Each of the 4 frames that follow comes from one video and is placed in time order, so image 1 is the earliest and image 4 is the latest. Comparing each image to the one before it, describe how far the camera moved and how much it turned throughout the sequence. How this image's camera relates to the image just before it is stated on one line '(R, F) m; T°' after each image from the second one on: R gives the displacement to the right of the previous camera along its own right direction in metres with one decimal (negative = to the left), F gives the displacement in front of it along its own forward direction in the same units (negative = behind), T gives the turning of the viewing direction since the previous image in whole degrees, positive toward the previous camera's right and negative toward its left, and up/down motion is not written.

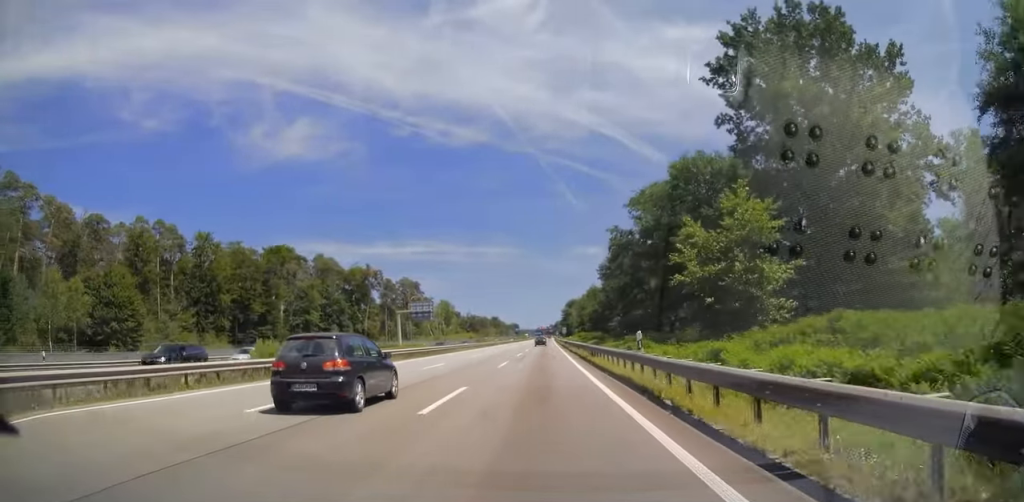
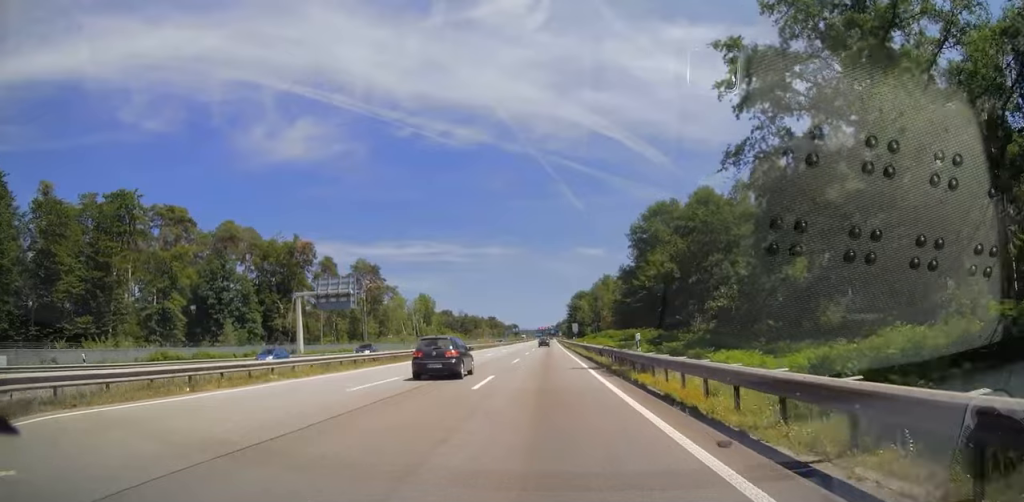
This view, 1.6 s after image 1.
(0.0, +48.3) m; 0°
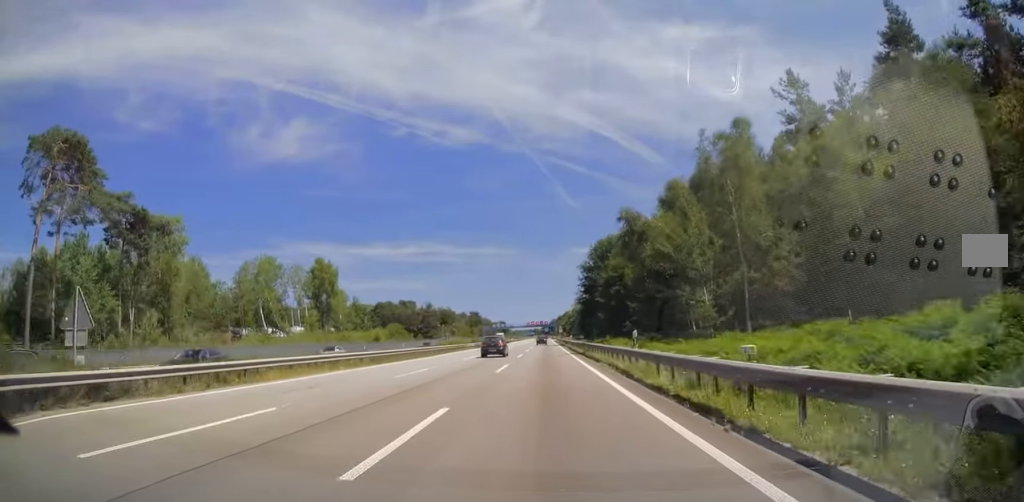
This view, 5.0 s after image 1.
(+0.9, +100.7) m; +1°
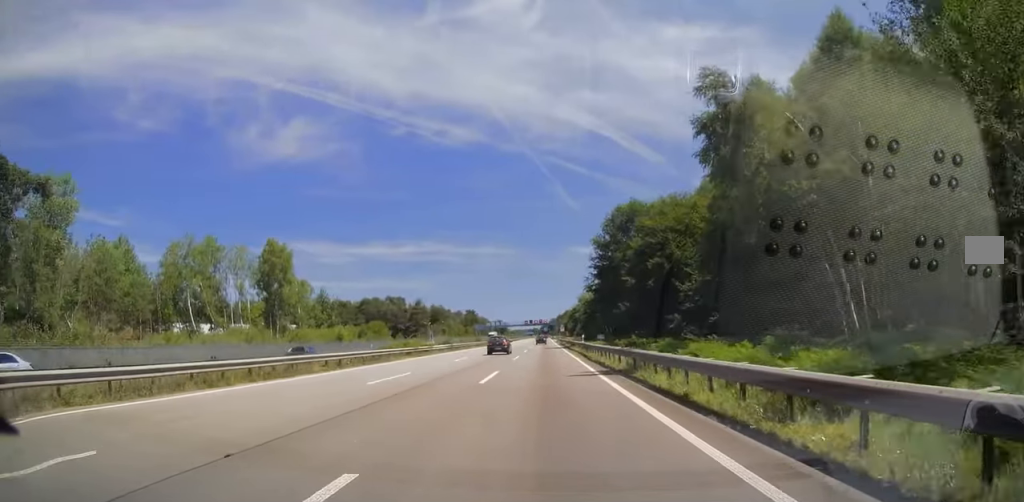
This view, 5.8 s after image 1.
(-0.3, +23.7) m; -1°
